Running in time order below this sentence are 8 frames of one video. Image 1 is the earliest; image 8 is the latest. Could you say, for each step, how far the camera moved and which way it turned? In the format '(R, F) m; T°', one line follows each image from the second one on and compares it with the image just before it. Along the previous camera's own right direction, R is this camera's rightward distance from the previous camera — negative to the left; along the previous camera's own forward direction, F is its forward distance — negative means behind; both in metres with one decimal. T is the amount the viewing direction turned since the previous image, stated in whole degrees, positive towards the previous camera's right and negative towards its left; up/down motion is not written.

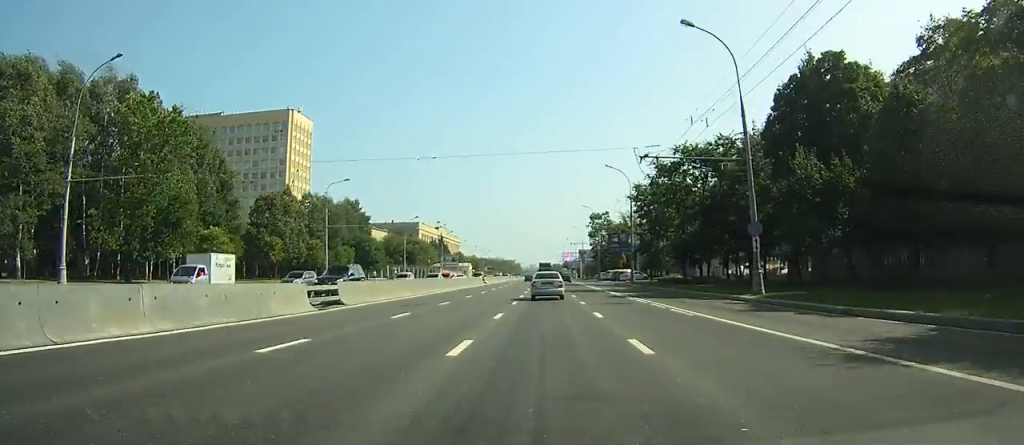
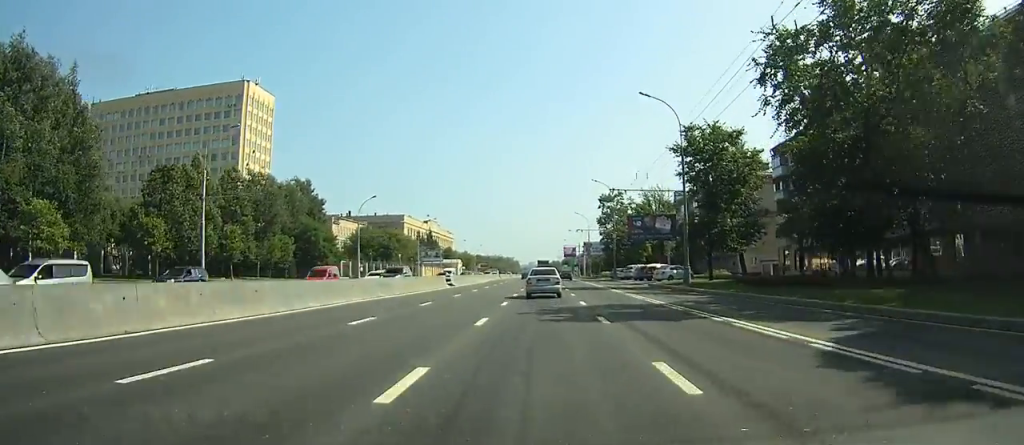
(0.0, +27.3) m; 0°
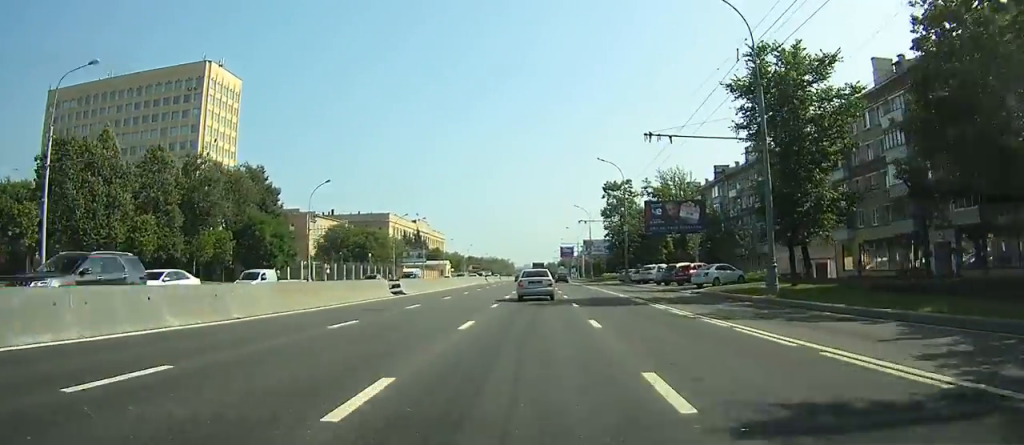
(-0.1, +16.7) m; 0°
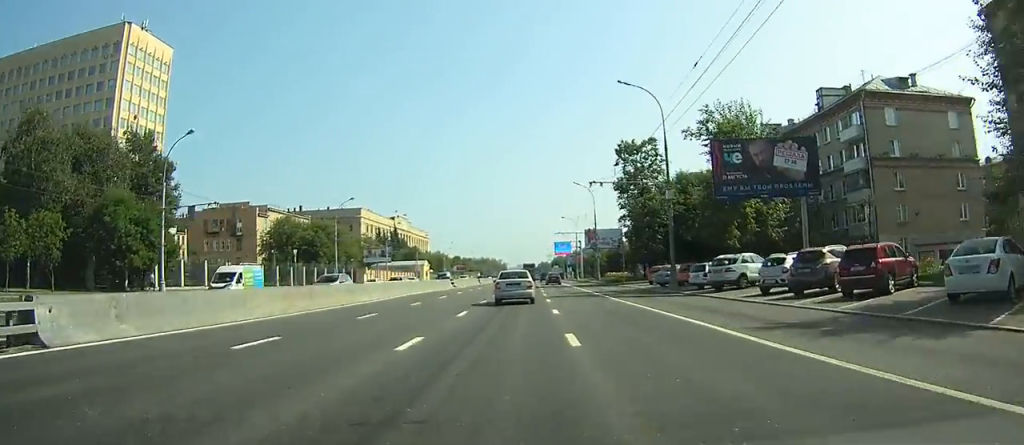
(+0.4, +27.2) m; +1°
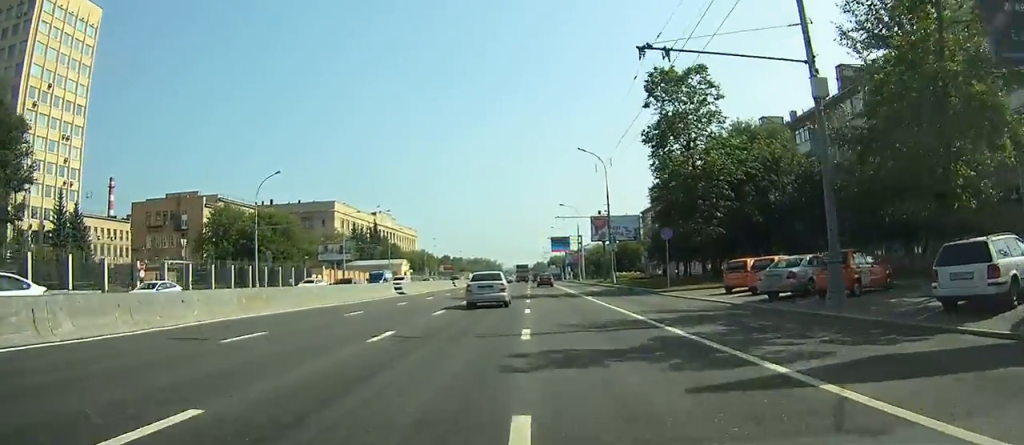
(+0.1, +22.6) m; 0°
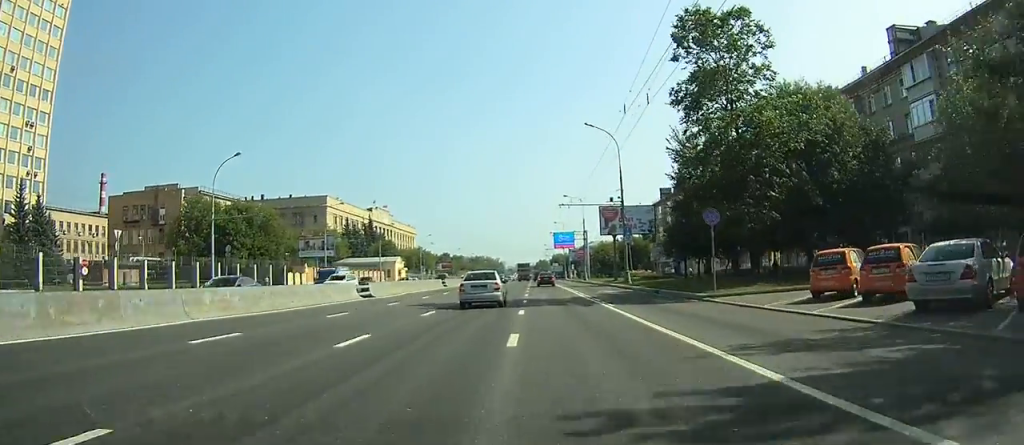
(0.0, +9.0) m; 0°
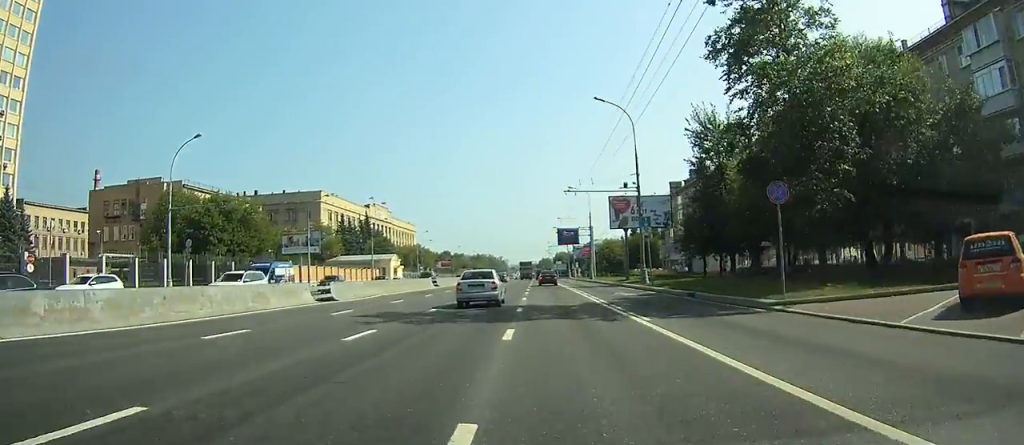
(0.0, +7.2) m; 0°
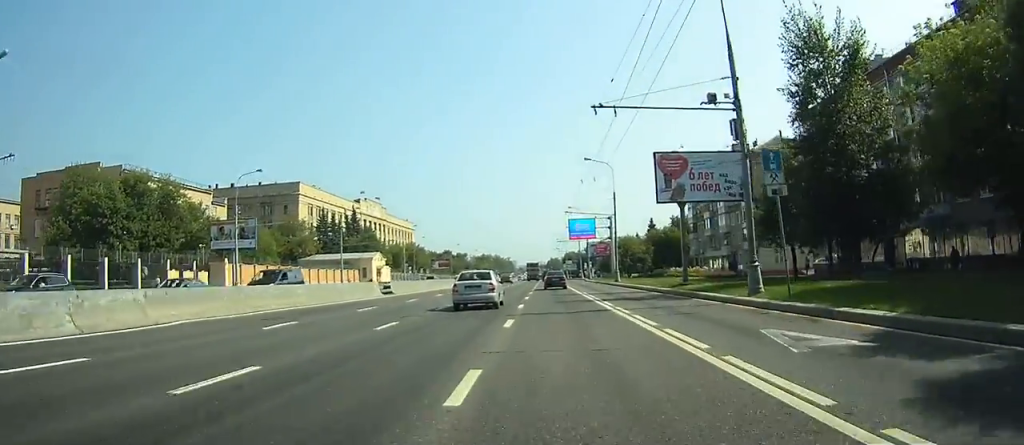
(-0.3, +21.1) m; -1°
